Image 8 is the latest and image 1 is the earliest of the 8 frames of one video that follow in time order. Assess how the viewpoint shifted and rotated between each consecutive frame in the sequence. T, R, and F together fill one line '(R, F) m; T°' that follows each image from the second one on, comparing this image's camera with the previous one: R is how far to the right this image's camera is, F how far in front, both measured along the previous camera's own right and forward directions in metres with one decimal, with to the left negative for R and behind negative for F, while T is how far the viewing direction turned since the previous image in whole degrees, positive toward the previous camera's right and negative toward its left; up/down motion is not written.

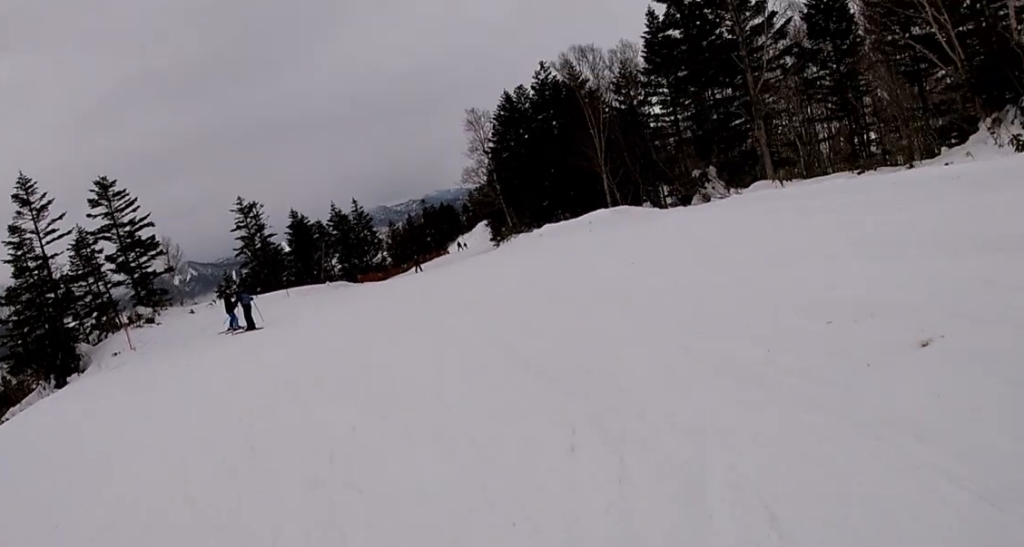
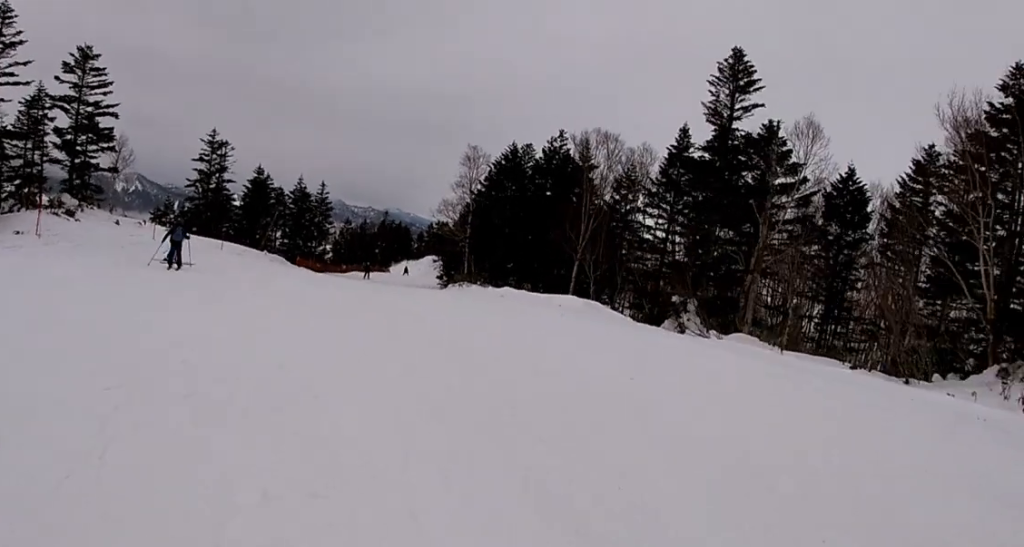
(+0.3, +2.2) m; 0°
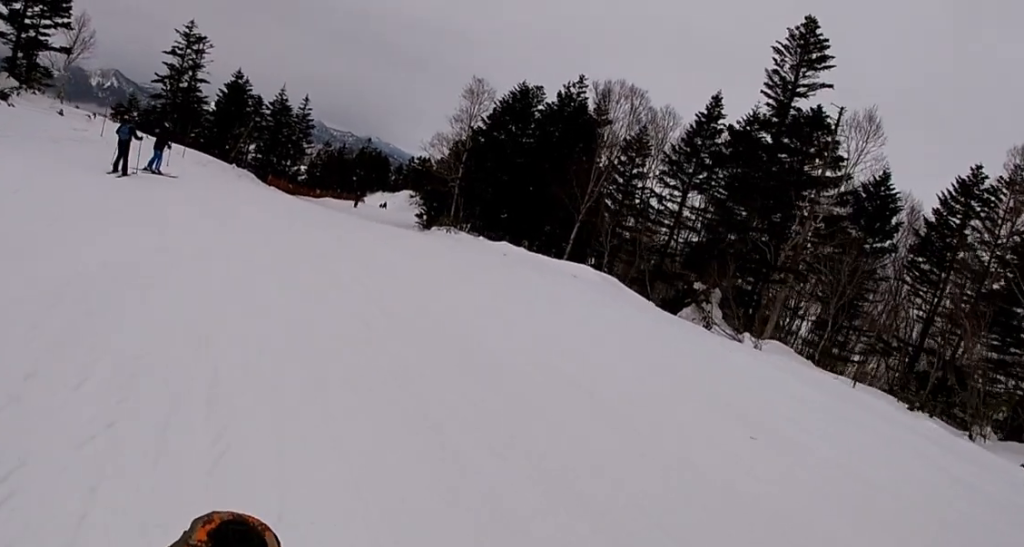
(0.0, +3.6) m; +3°
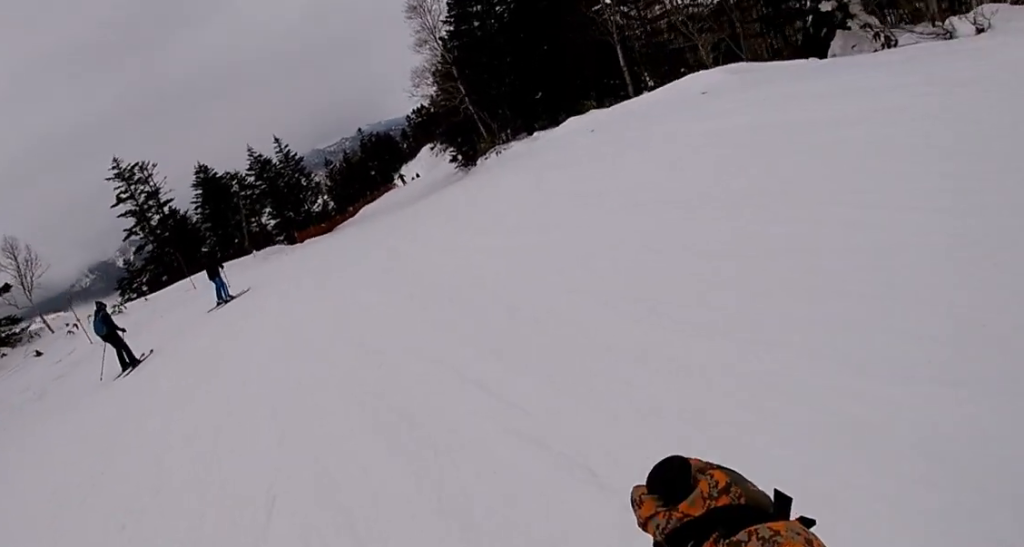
(+0.5, +5.3) m; 0°
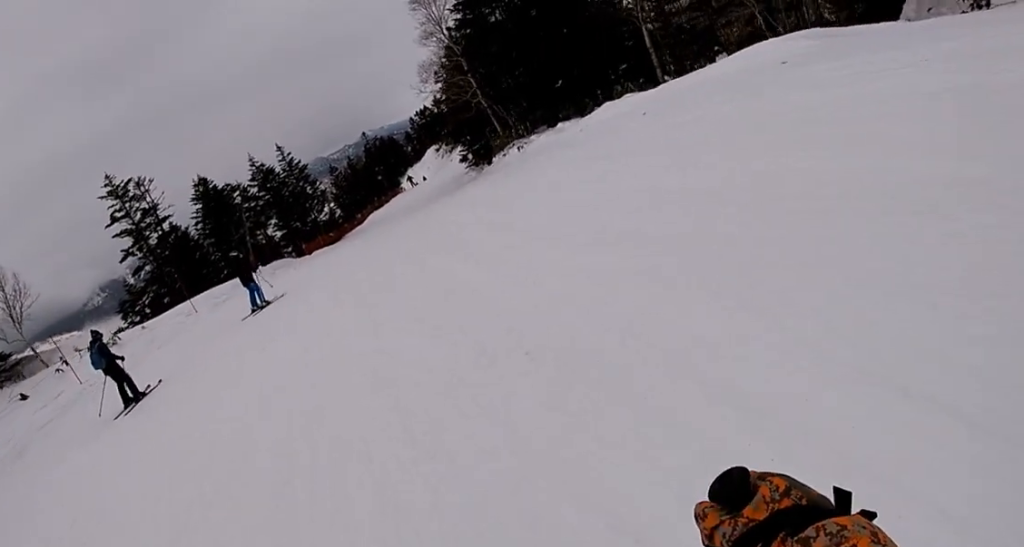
(-0.1, +2.4) m; -2°
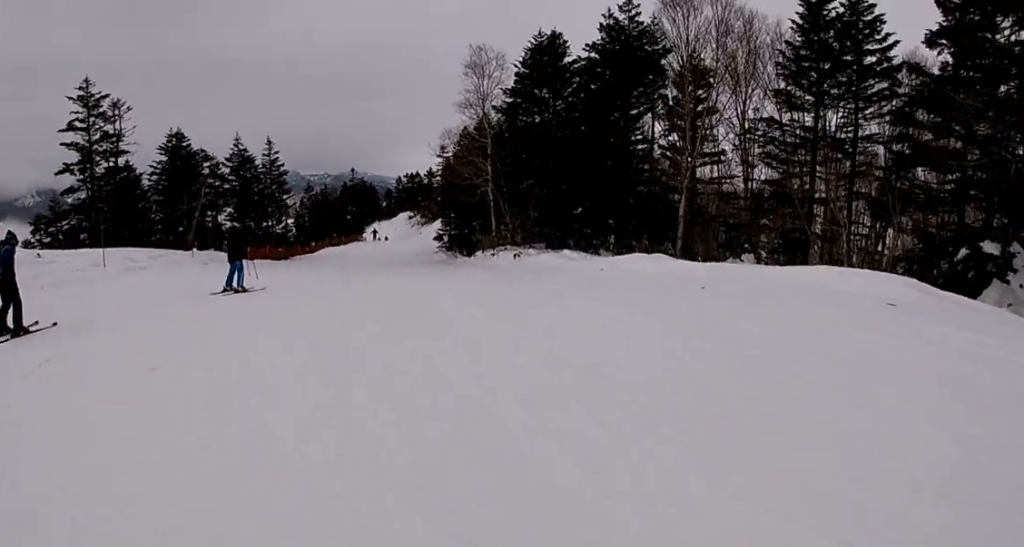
(-0.8, +2.9) m; -1°
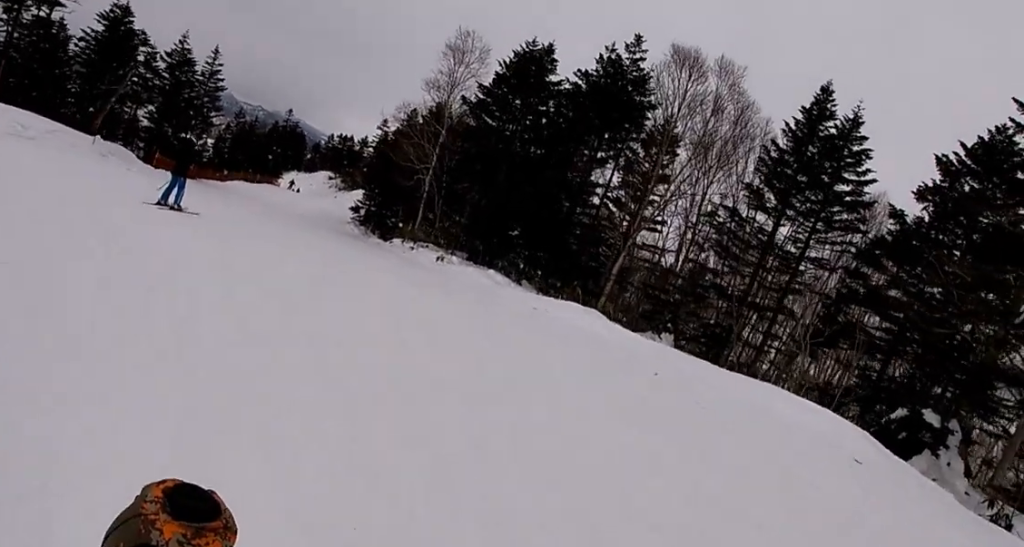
(+0.4, +1.9) m; +8°
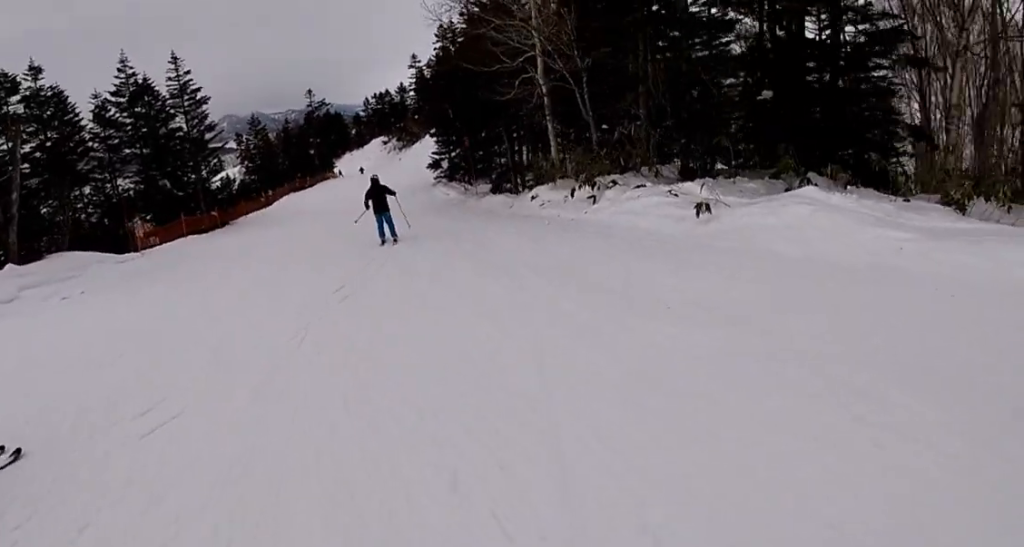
(+2.6, +11.7) m; +5°
